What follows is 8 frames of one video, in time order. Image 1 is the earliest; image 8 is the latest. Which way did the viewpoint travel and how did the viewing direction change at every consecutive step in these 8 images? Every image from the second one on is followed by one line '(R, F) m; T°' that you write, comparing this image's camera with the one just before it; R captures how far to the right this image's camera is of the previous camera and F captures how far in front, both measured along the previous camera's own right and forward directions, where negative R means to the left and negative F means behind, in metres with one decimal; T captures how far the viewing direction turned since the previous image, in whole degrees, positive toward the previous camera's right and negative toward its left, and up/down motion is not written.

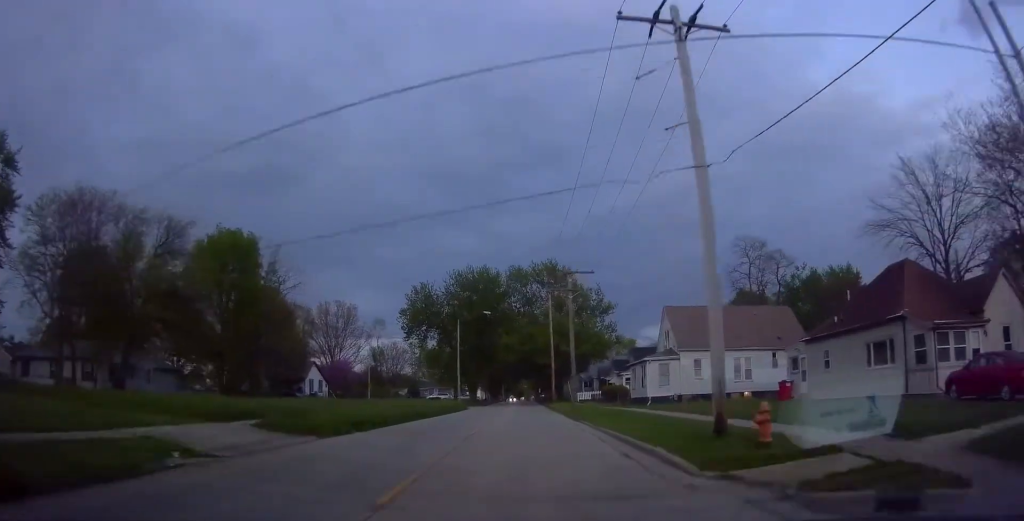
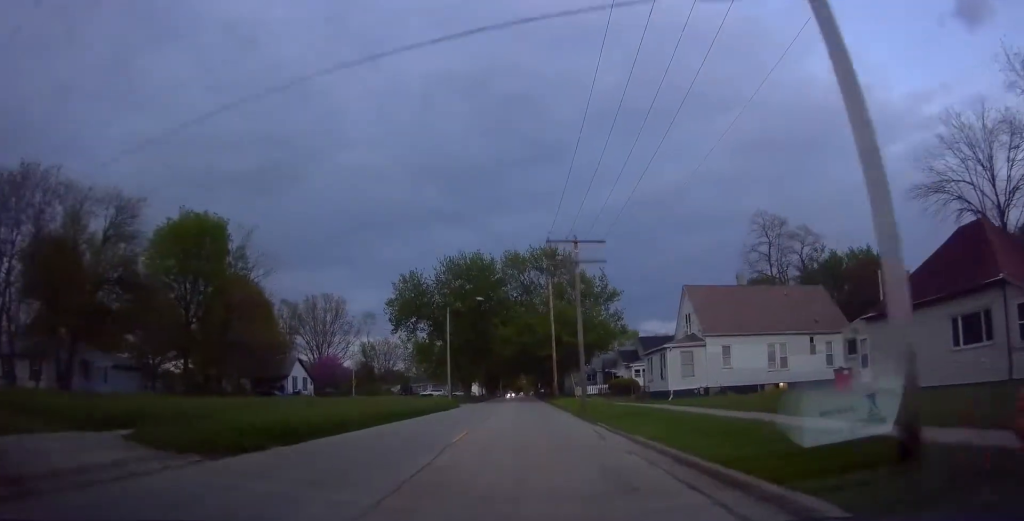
(0.0, +6.1) m; 0°
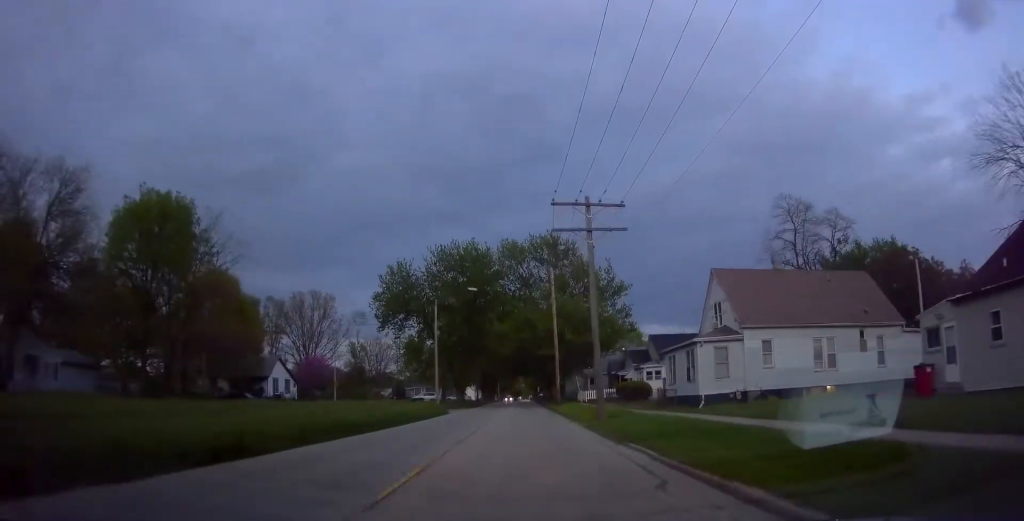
(-0.3, +6.5) m; 0°
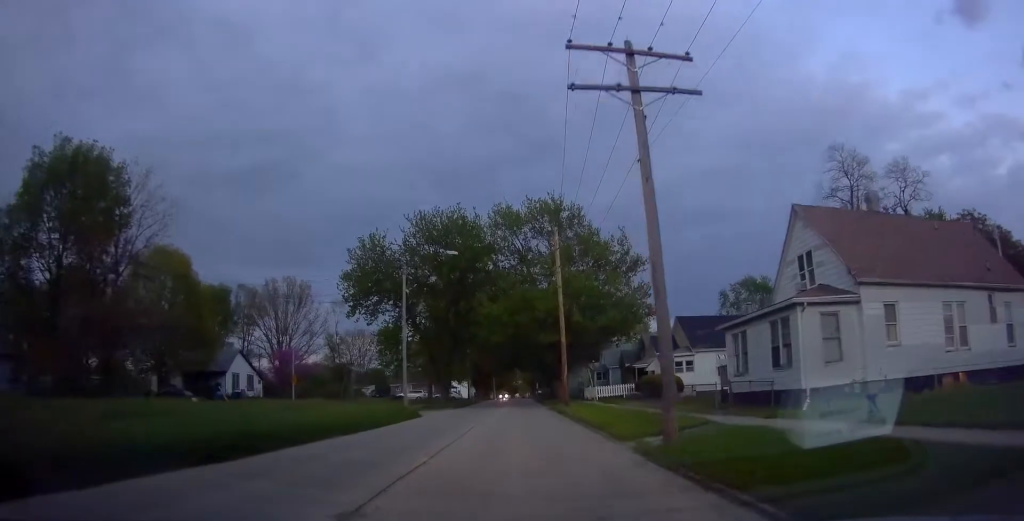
(+0.2, +11.8) m; +2°
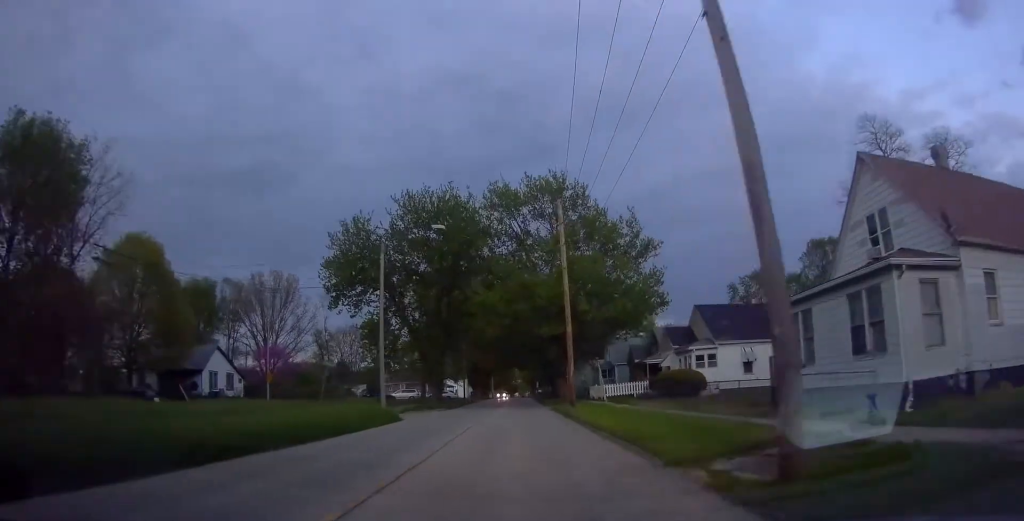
(+0.1, +5.3) m; +1°
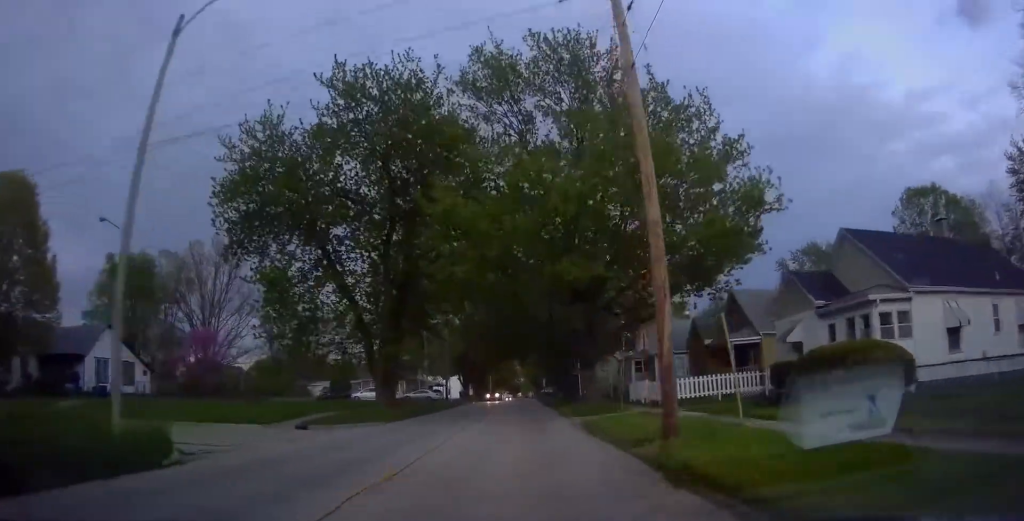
(0.0, +20.8) m; 0°
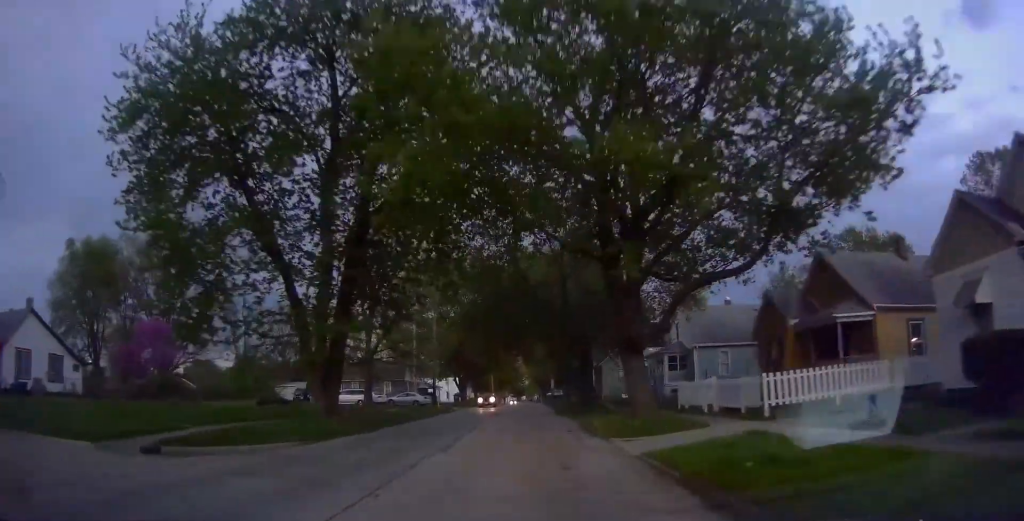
(0.0, +11.5) m; 0°
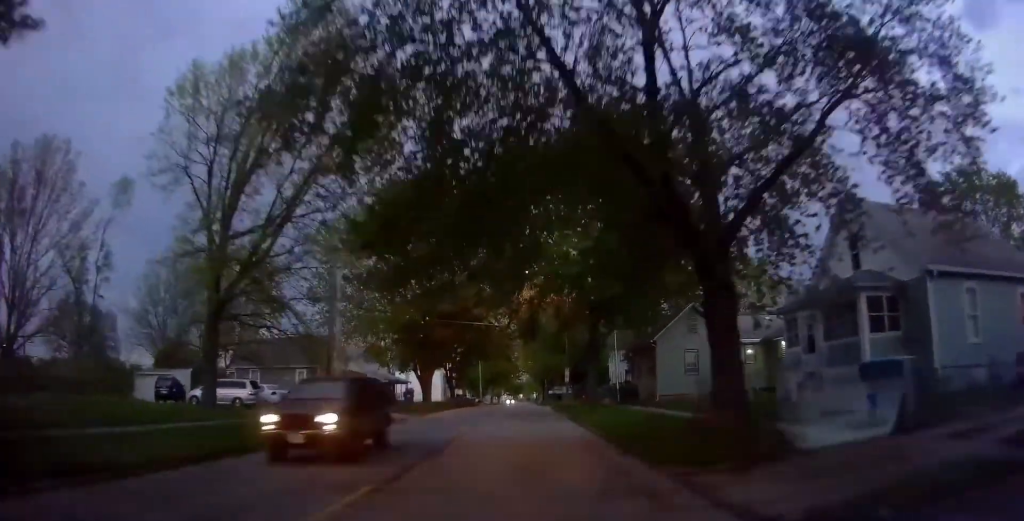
(0.0, +25.9) m; -1°
